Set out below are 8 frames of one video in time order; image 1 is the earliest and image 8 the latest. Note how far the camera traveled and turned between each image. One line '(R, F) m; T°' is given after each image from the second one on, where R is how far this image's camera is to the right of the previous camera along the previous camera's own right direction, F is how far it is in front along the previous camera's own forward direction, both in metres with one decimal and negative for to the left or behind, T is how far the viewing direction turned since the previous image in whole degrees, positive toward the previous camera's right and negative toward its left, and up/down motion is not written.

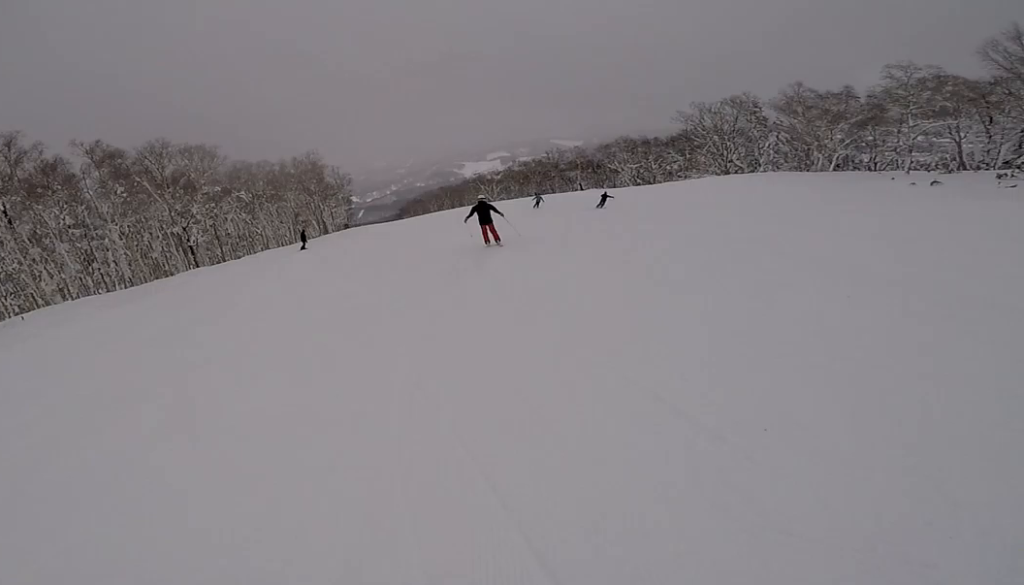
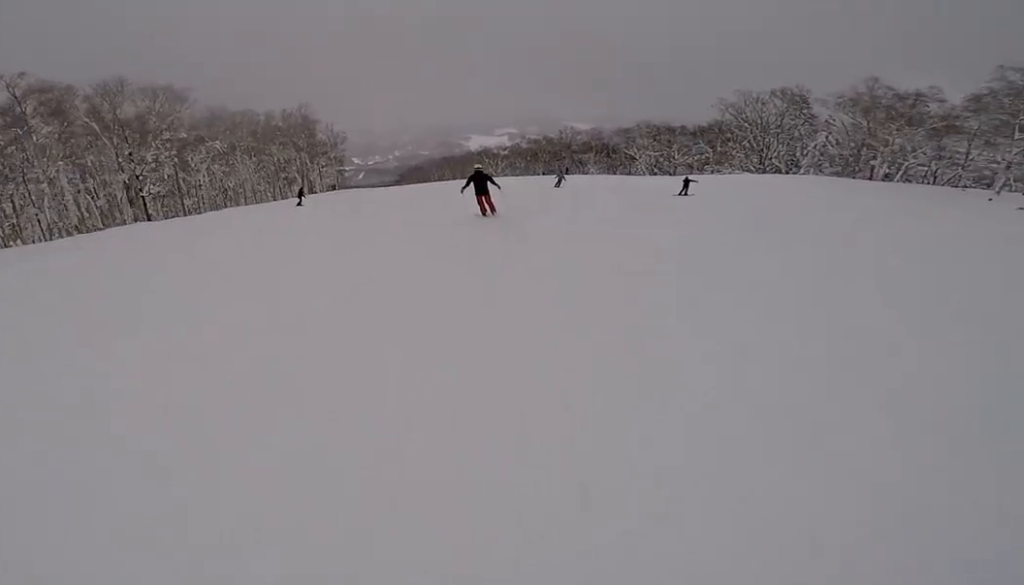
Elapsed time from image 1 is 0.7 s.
(+0.4, +7.3) m; 0°
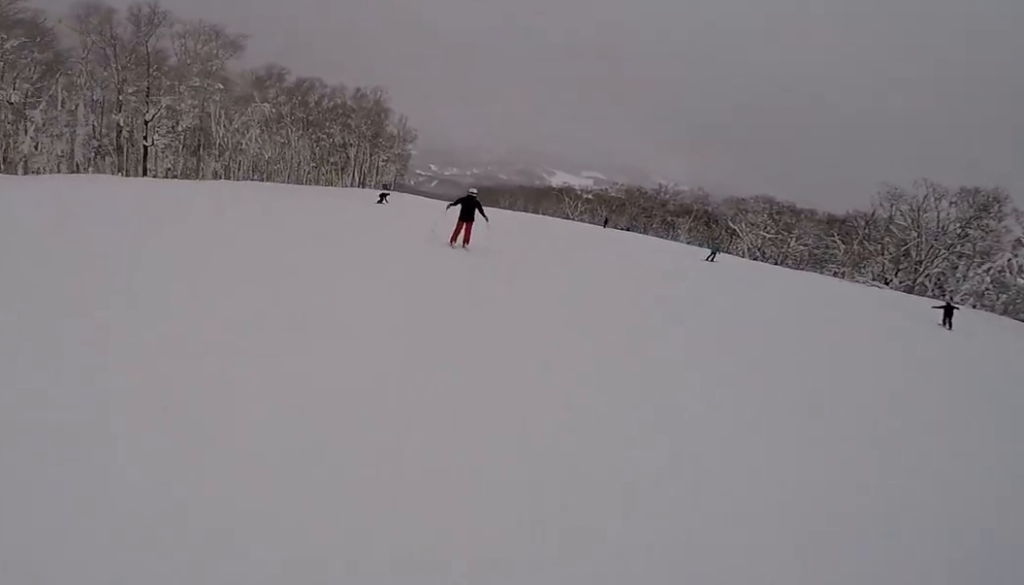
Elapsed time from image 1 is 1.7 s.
(-0.8, +11.3) m; -8°
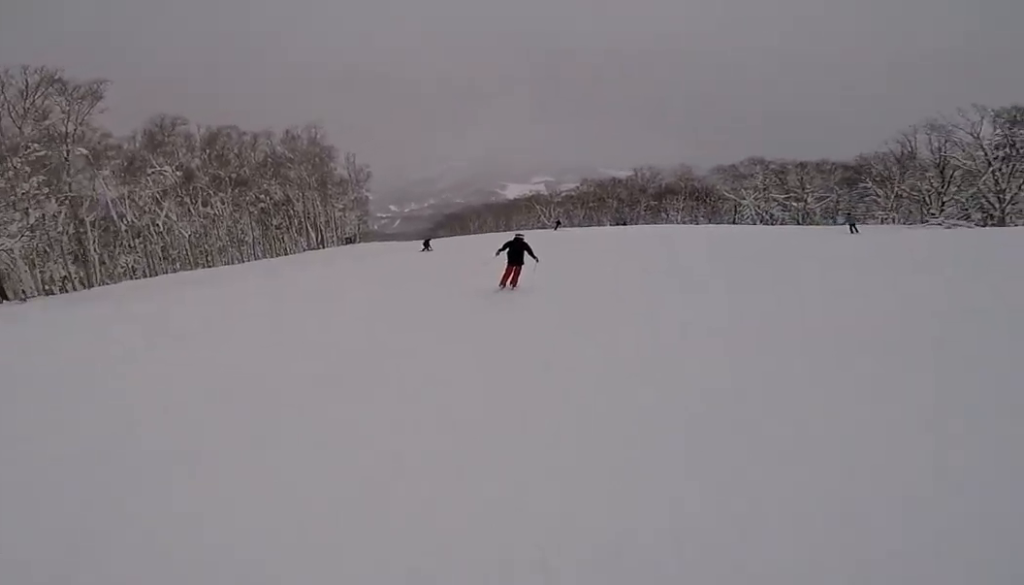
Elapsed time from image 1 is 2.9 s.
(-0.7, +12.6) m; +5°
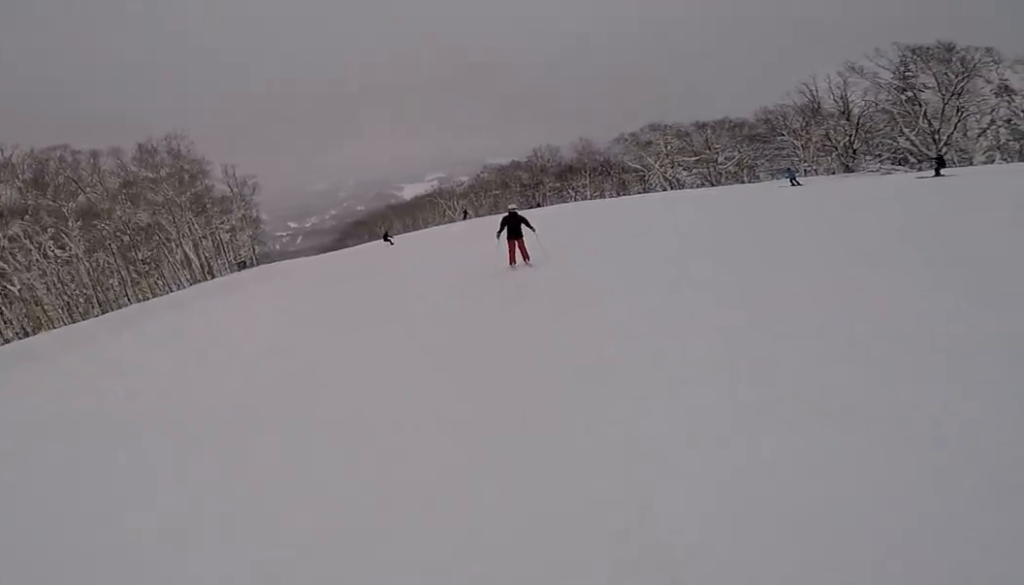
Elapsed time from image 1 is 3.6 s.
(+0.4, +7.9) m; +9°
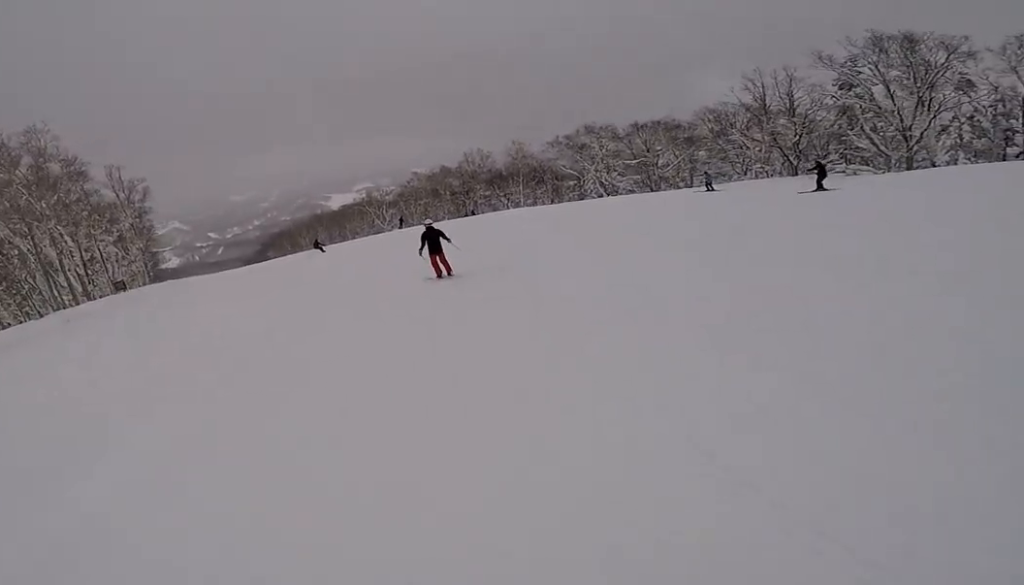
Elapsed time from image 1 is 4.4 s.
(+1.5, +7.5) m; +5°
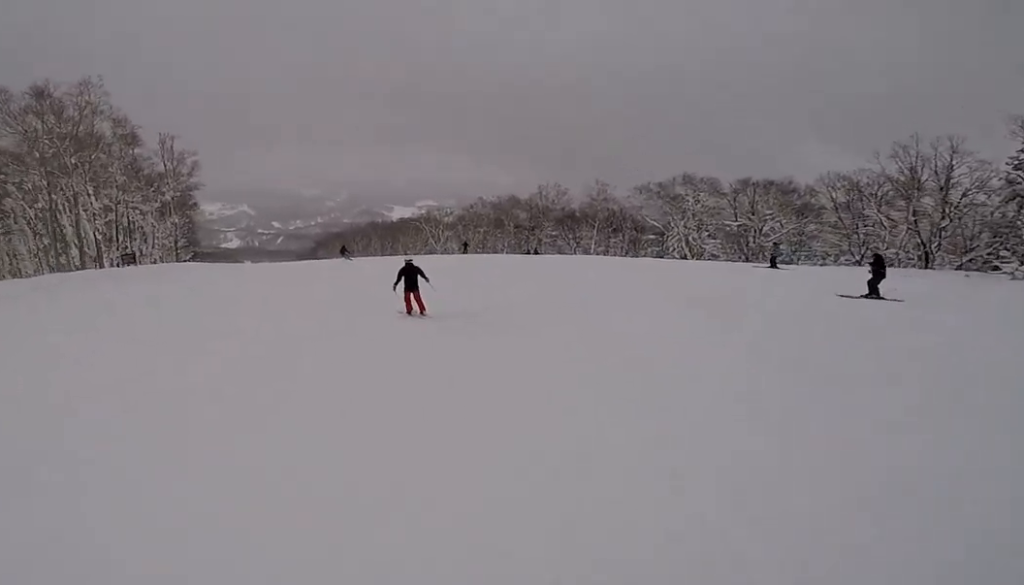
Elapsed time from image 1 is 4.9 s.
(-0.6, +5.9) m; -10°
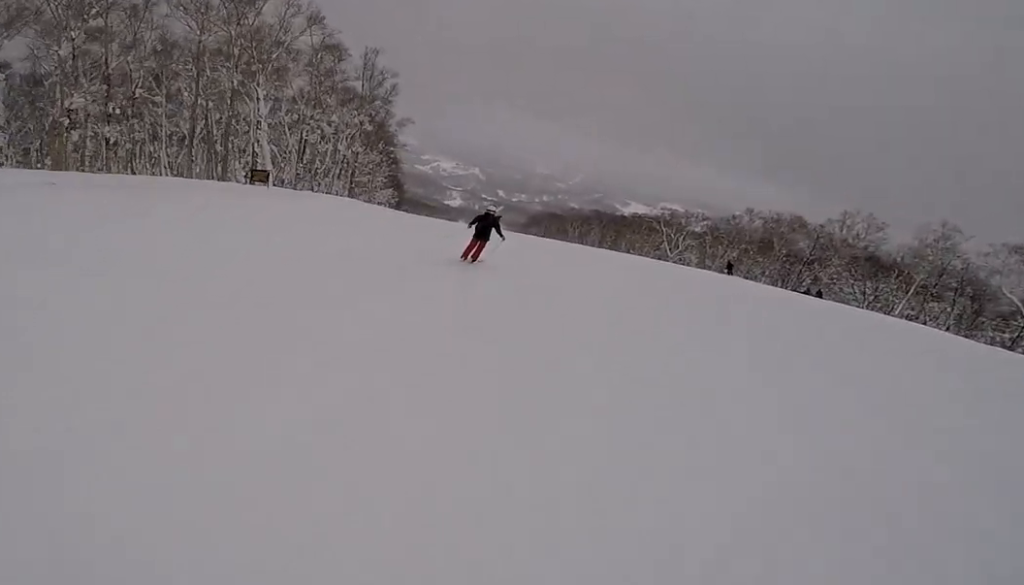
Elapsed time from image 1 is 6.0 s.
(-2.0, +10.8) m; -14°
